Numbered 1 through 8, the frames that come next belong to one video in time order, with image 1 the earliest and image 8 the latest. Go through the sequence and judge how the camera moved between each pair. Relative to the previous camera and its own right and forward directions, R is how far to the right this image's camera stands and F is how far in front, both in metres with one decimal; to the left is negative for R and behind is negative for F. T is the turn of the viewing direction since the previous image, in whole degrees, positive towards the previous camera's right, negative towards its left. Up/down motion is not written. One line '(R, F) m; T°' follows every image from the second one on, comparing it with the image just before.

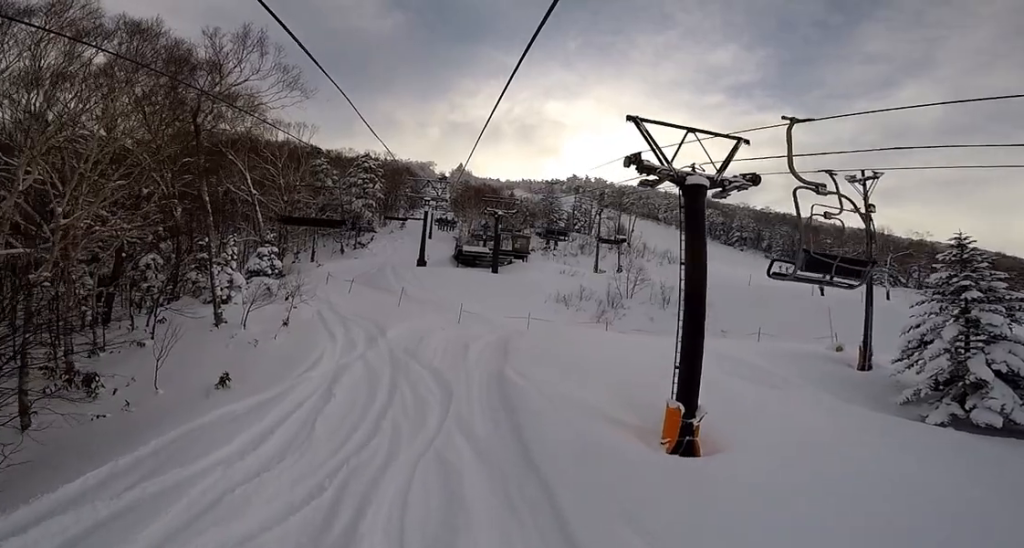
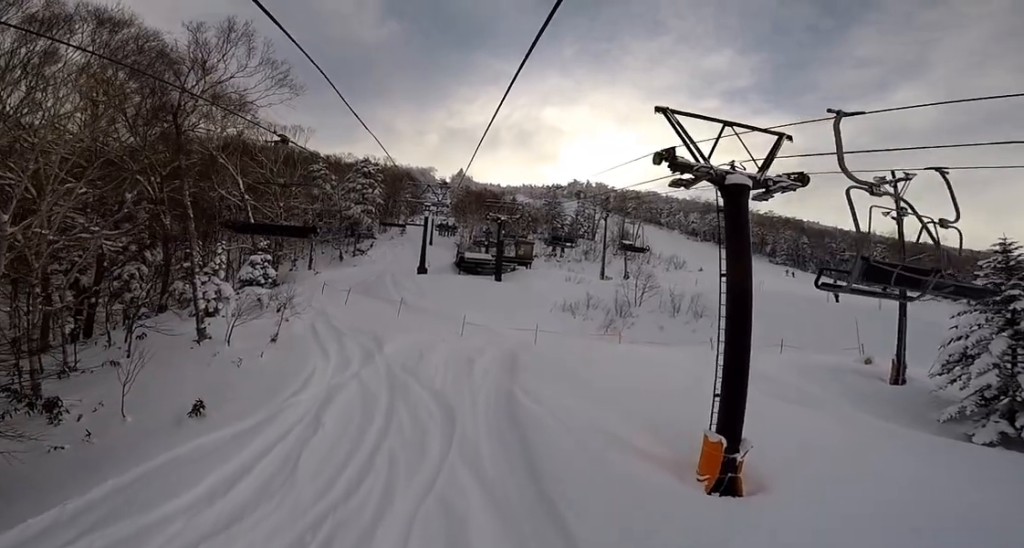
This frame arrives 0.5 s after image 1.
(-0.3, +1.6) m; +6°
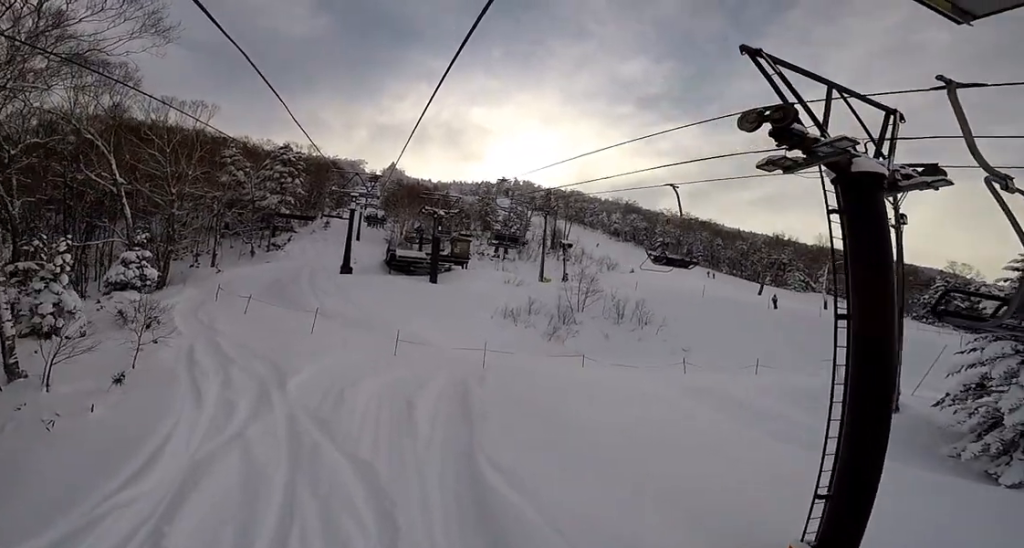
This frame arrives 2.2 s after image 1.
(+1.4, +5.8) m; -3°
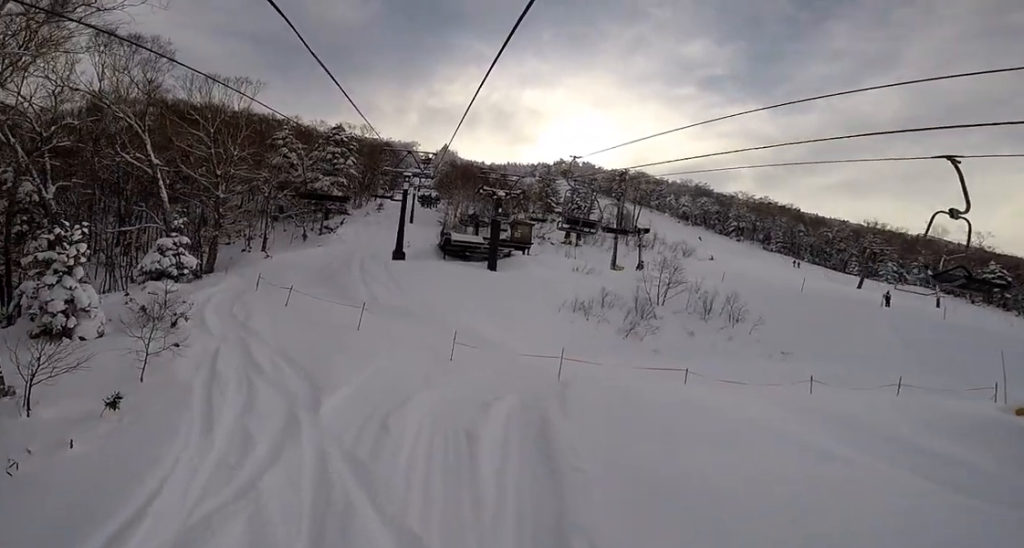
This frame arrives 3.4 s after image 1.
(-1.3, +3.9) m; -10°
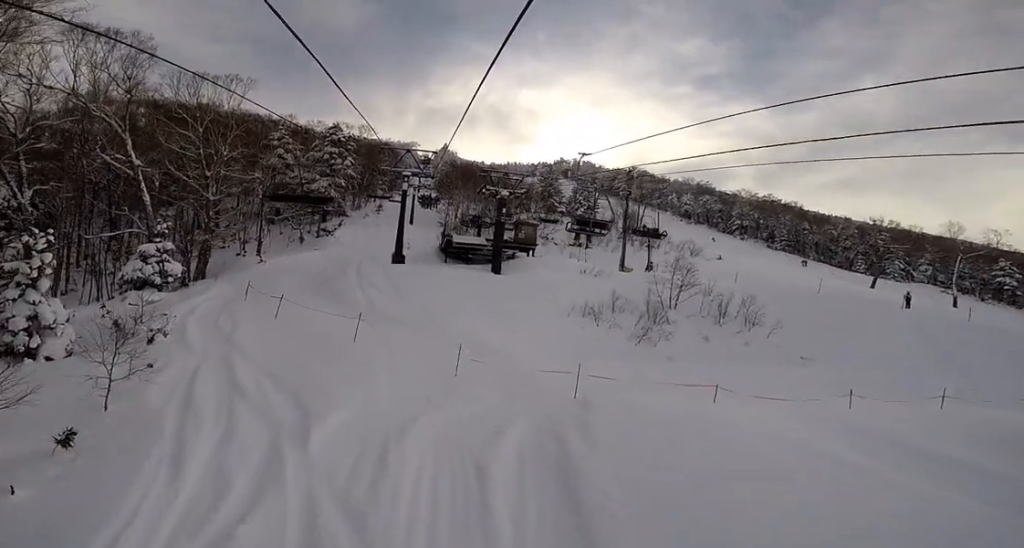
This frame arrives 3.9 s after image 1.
(+0.2, +1.9) m; +3°
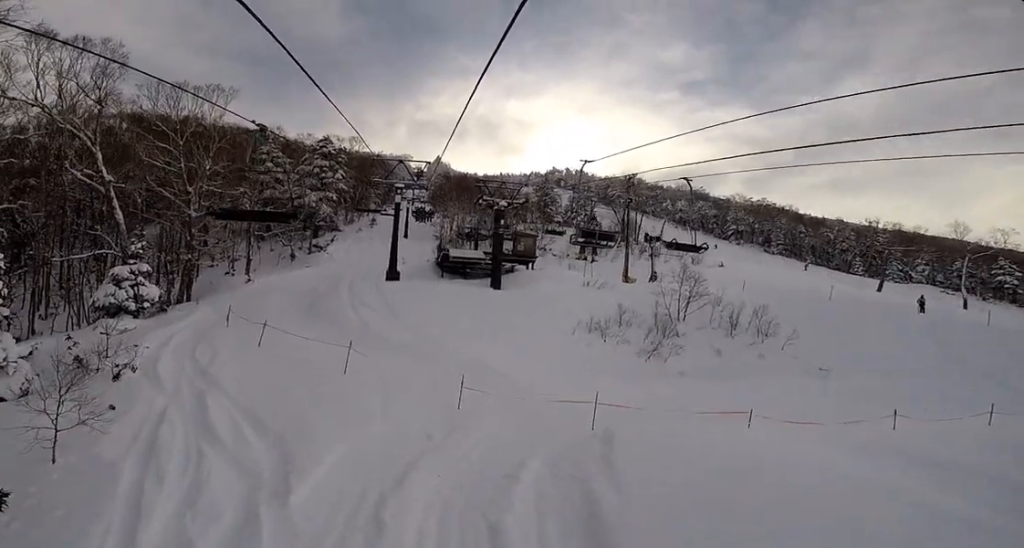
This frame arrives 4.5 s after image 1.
(+0.7, +1.9) m; +5°
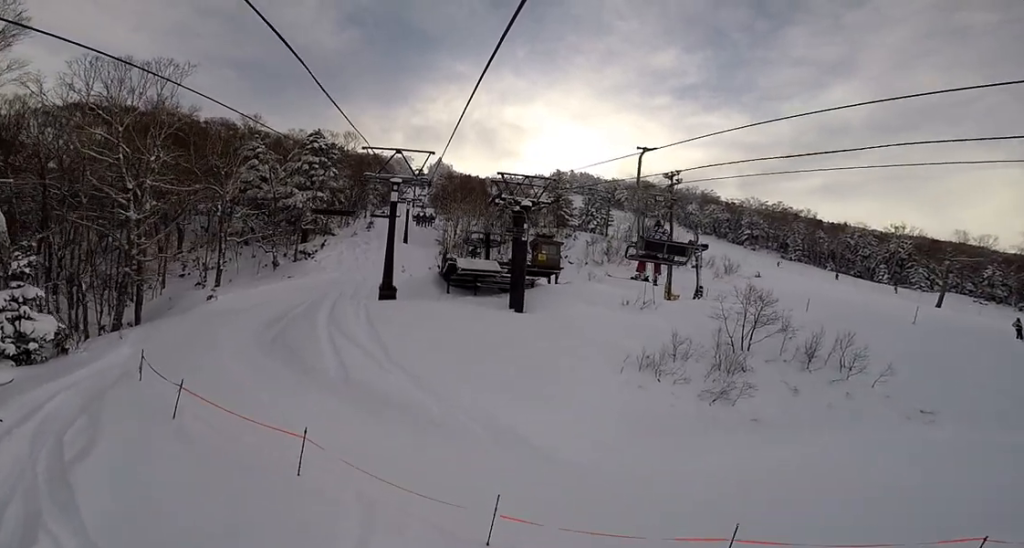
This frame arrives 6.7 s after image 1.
(+0.5, +7.0) m; +3°
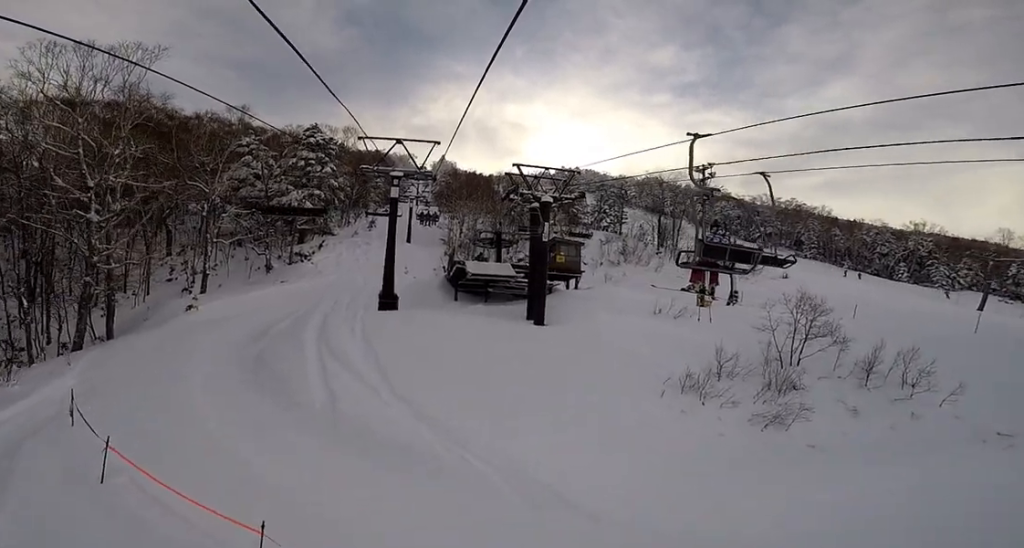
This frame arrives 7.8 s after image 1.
(-0.6, +3.2) m; 0°
